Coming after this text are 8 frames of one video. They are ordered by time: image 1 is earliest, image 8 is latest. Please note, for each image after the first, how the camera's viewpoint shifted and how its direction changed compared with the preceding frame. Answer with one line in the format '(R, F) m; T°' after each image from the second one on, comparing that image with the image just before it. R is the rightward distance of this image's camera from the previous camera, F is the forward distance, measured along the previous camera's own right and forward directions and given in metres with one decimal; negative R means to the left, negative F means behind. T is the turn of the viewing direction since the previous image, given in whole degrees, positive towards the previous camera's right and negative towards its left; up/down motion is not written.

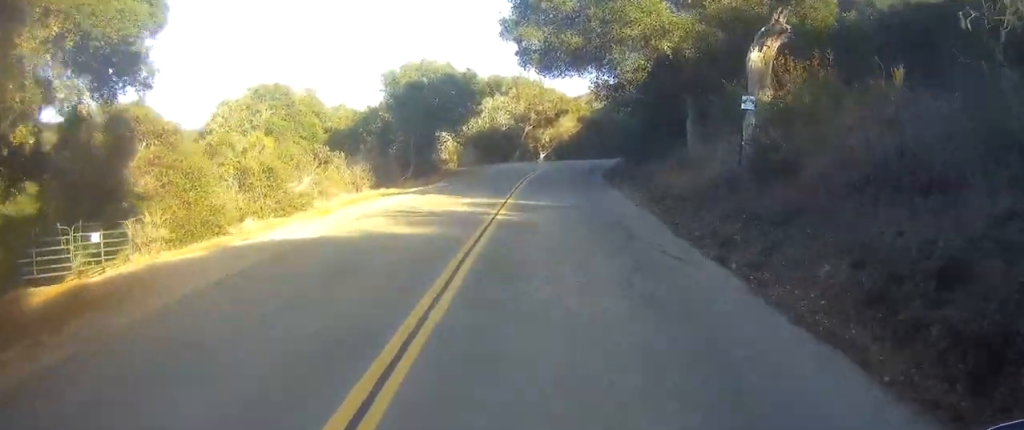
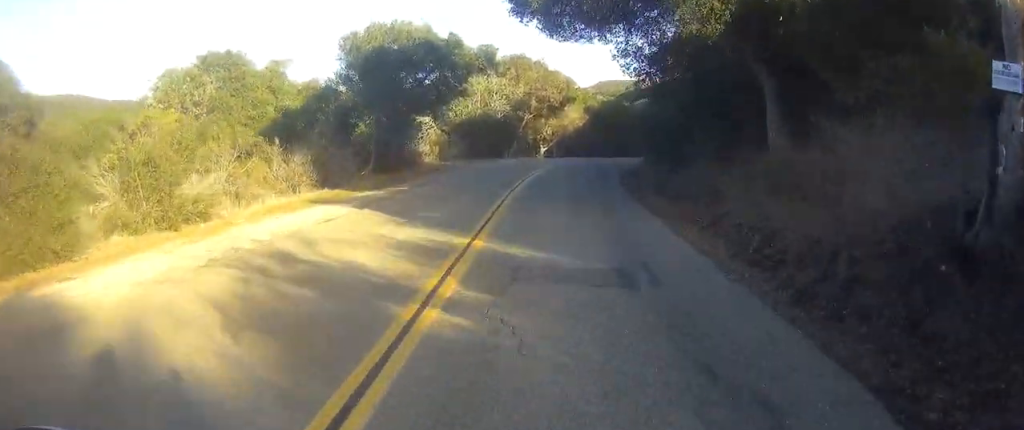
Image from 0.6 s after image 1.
(-0.1, +8.5) m; 0°
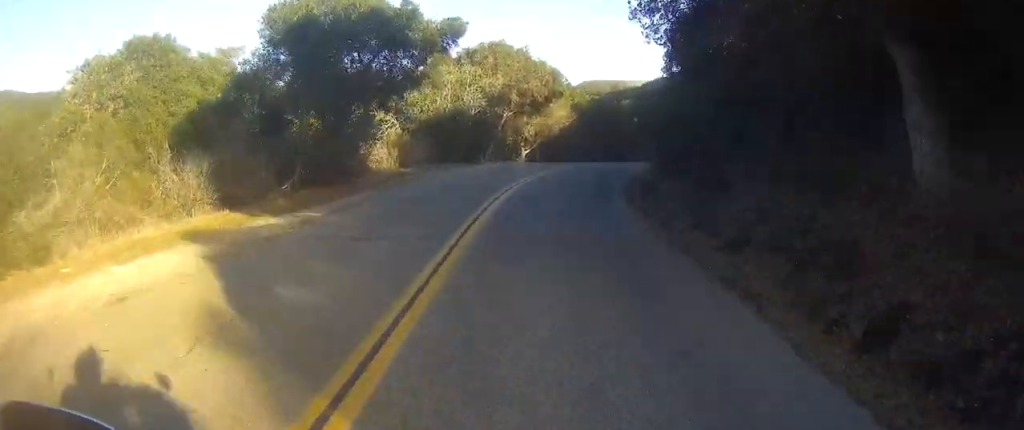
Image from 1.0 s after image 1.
(0.0, +6.9) m; +2°
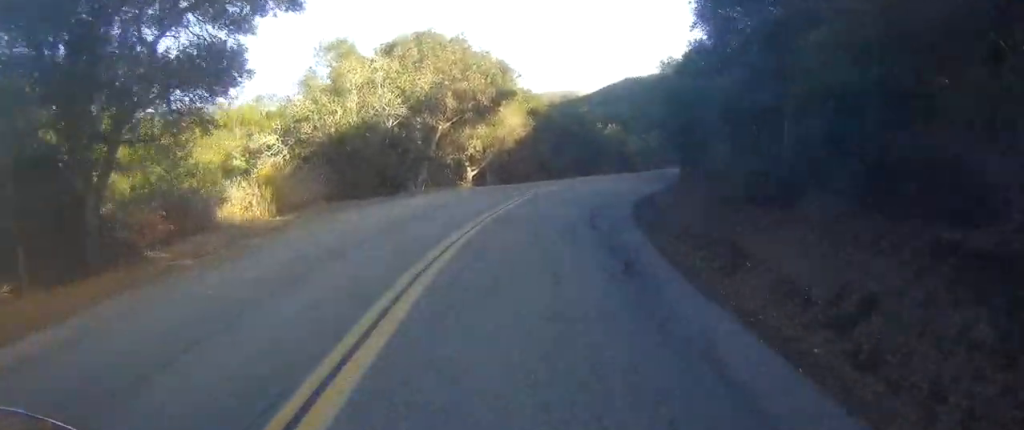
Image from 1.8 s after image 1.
(-0.1, +11.7) m; +7°
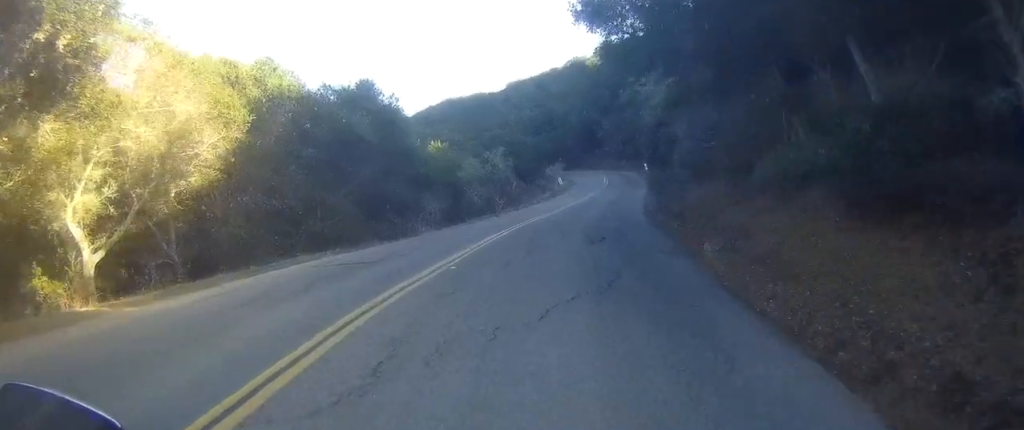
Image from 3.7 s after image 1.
(+3.6, +27.6) m; +9°
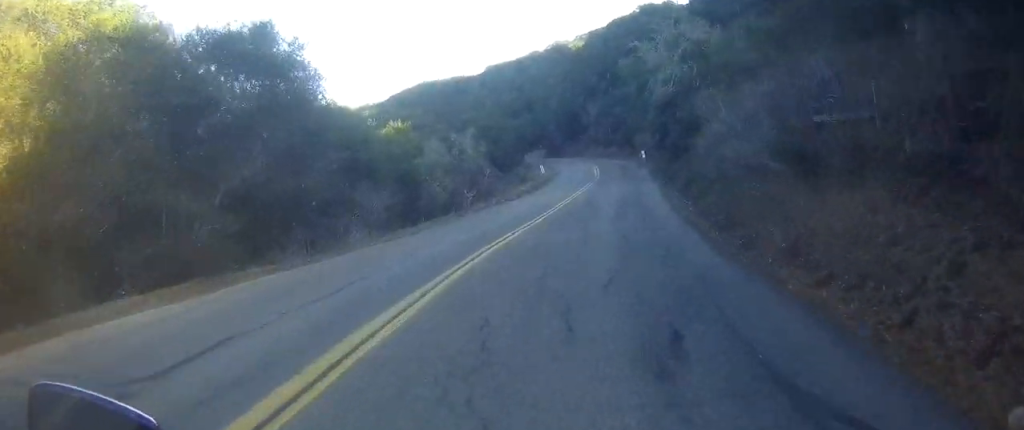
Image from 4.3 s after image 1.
(+0.3, +9.6) m; +4°
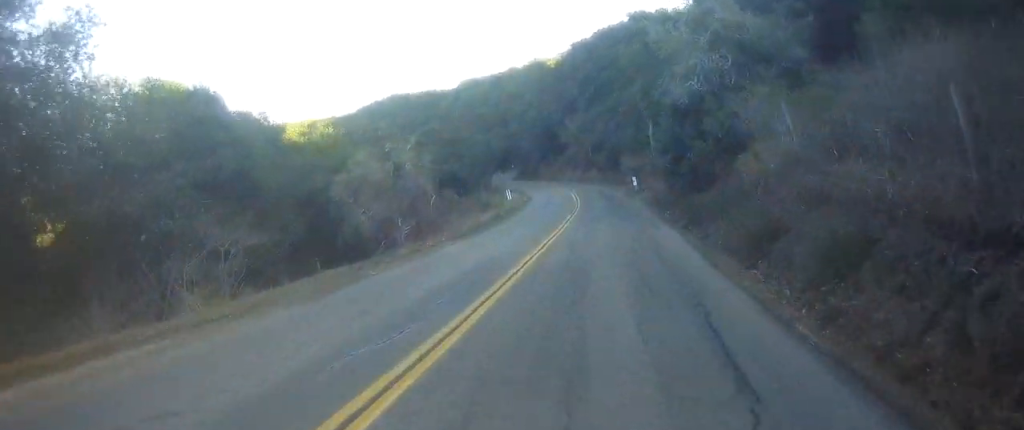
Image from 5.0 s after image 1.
(+0.2, +10.4) m; +4°
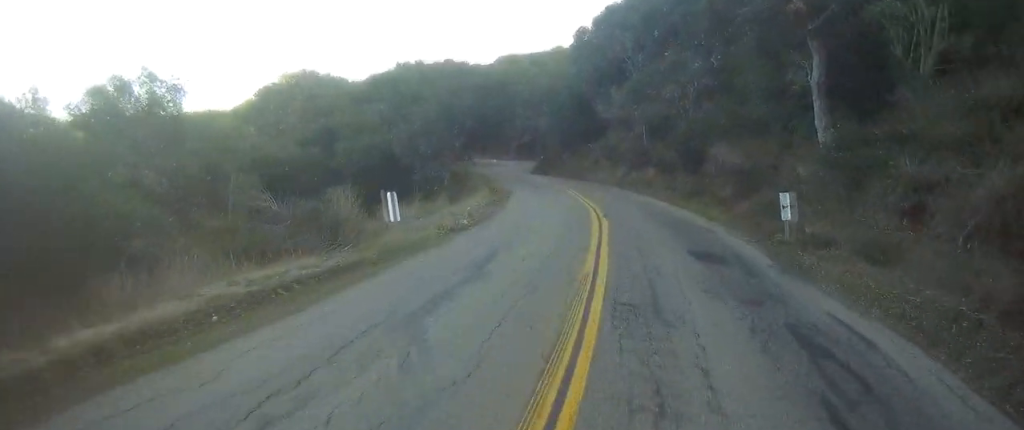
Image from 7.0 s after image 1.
(+2.4, +29.0) m; +5°
